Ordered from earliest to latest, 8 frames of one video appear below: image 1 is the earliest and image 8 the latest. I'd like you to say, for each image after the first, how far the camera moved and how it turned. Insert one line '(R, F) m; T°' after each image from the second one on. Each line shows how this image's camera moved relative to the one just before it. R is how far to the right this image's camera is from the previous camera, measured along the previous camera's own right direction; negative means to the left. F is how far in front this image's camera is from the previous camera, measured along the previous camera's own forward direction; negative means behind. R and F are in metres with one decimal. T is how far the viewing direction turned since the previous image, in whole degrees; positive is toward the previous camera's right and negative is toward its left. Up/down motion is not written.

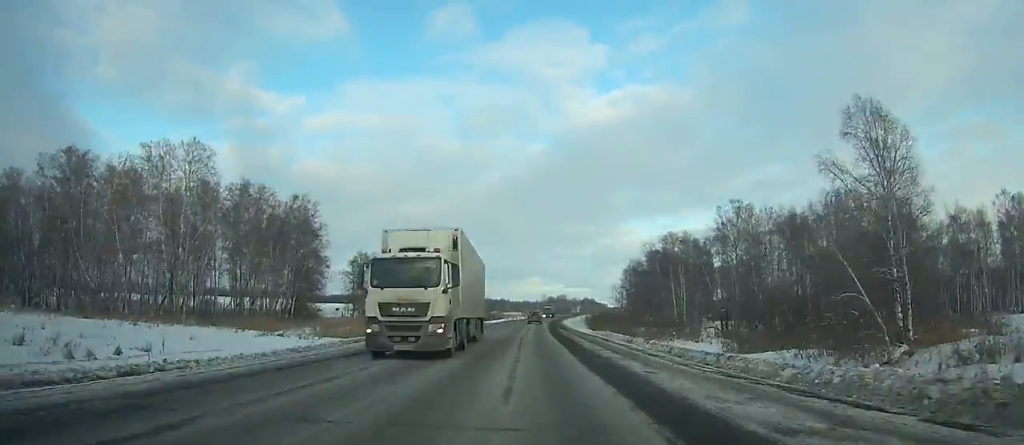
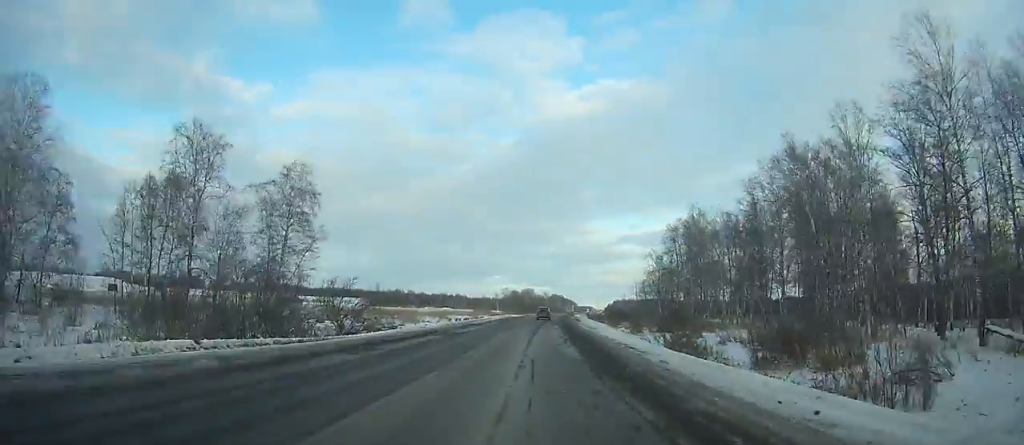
(+2.8, +114.2) m; +3°
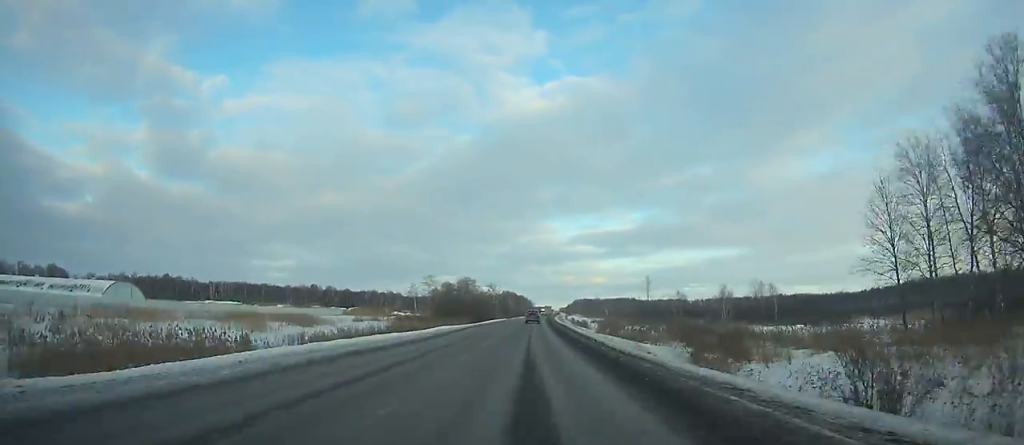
(+6.2, +140.5) m; +4°
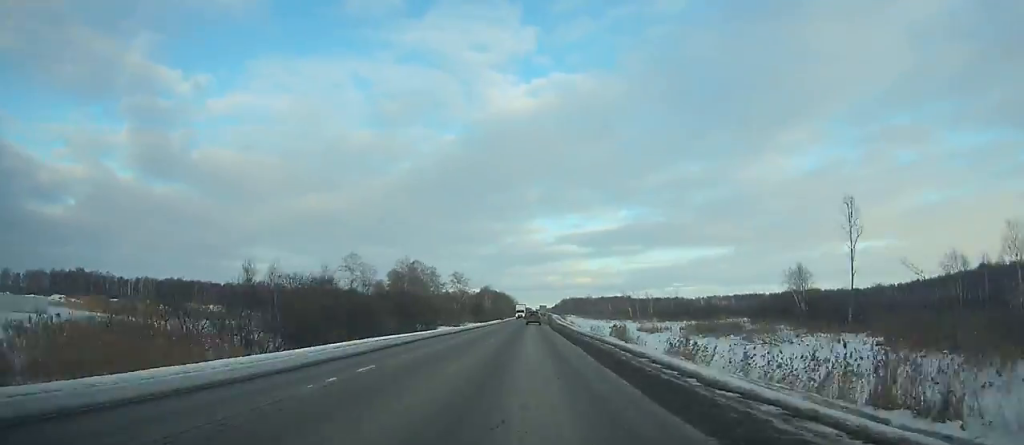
(+1.5, +90.3) m; +2°
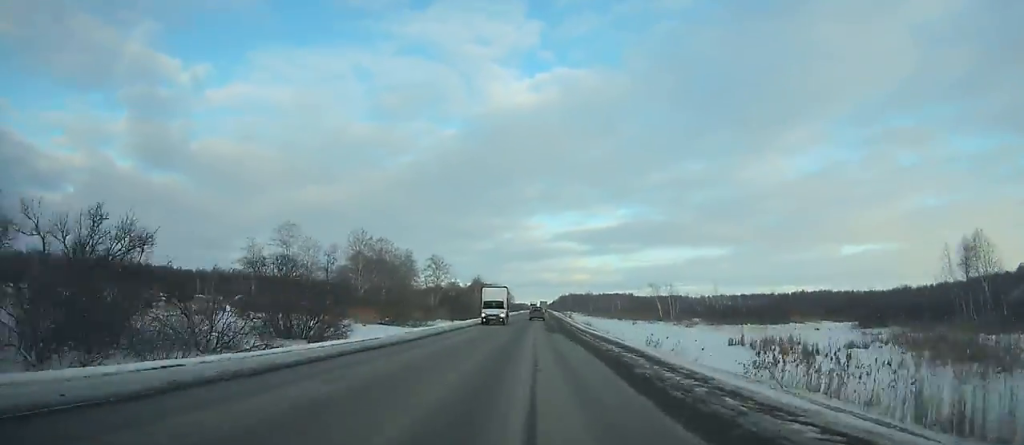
(+0.1, +41.4) m; +1°
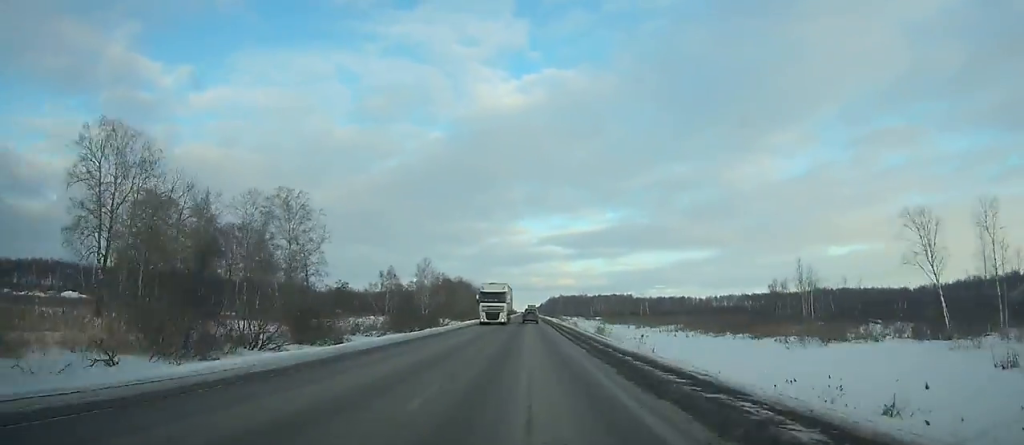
(+1.1, +93.9) m; +1°
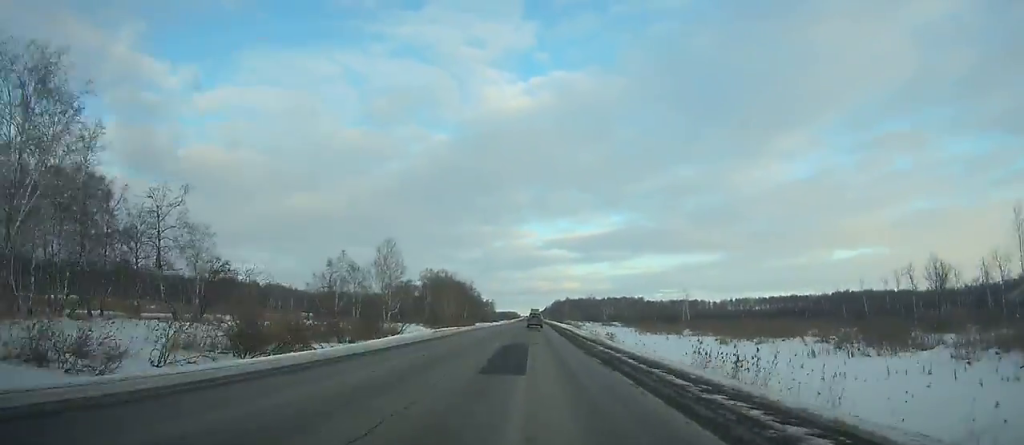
(+0.3, +42.0) m; 0°
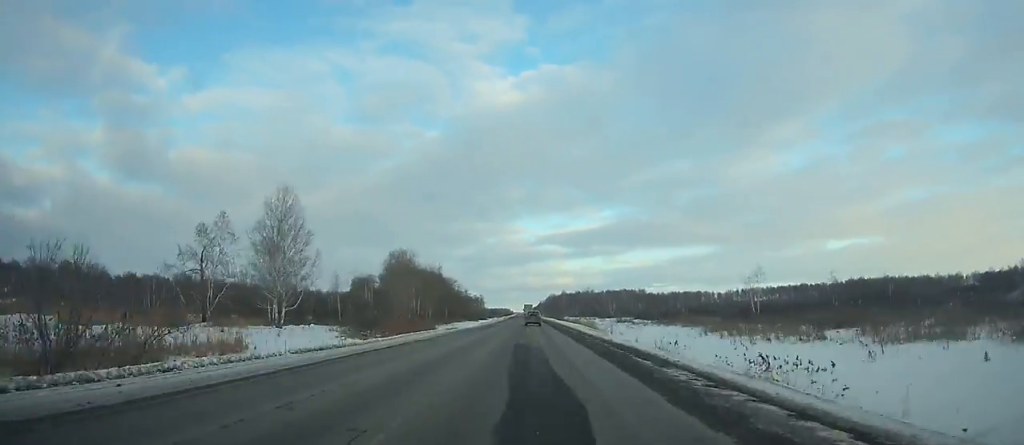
(+0.1, +44.9) m; 0°
